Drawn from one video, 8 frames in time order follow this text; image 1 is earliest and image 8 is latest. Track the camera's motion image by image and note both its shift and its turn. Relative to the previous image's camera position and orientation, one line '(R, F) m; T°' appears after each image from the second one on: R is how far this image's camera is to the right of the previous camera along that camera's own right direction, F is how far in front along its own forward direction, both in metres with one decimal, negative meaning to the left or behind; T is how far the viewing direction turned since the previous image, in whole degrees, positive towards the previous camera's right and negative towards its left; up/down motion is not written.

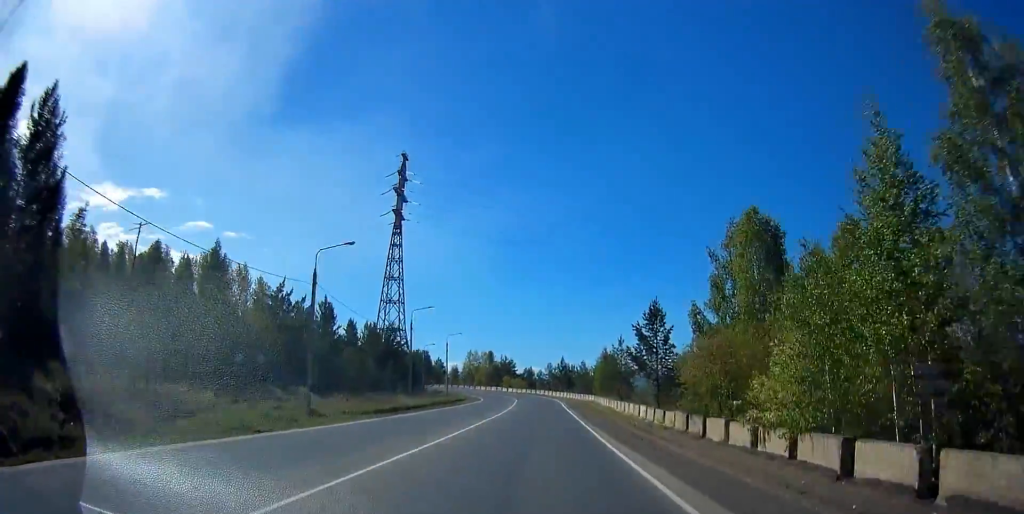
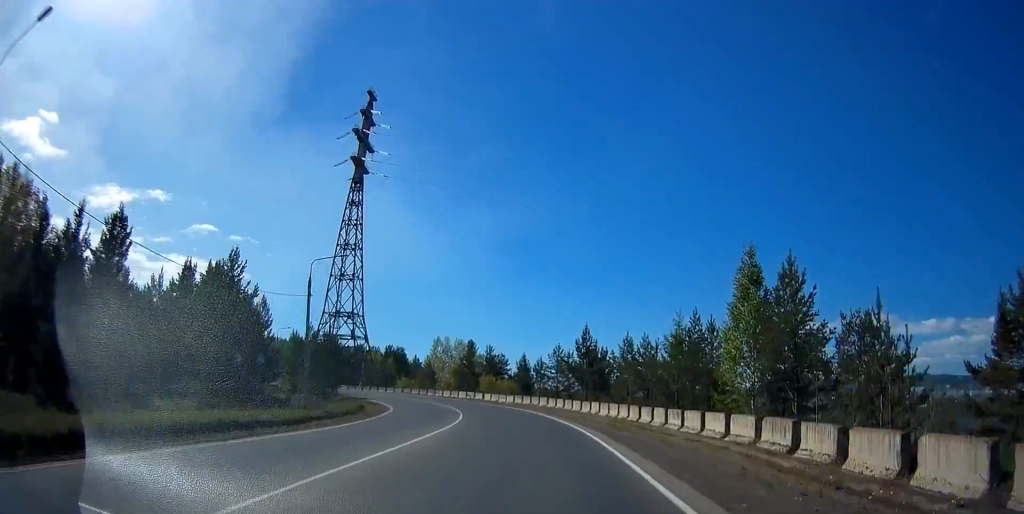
(-2.3, +60.1) m; -3°
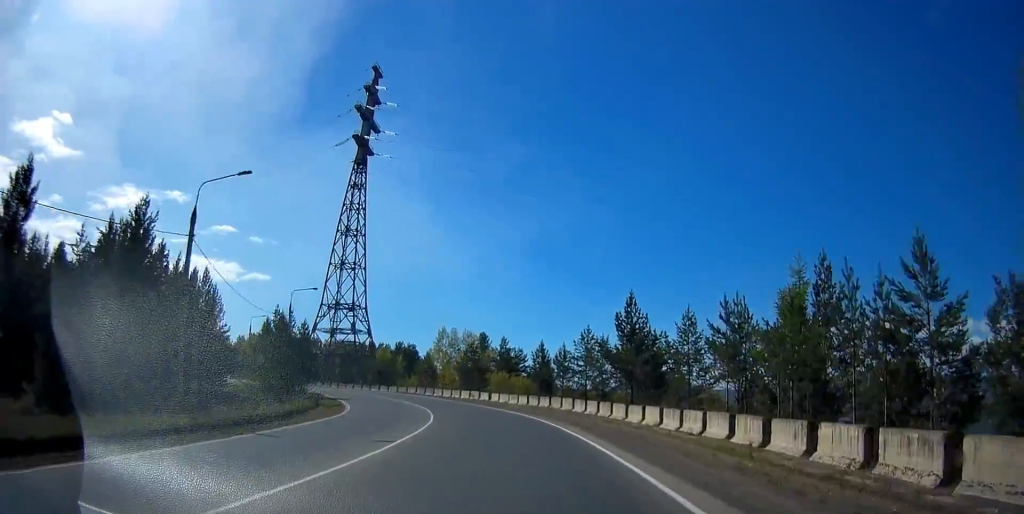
(0.0, +17.1) m; -1°
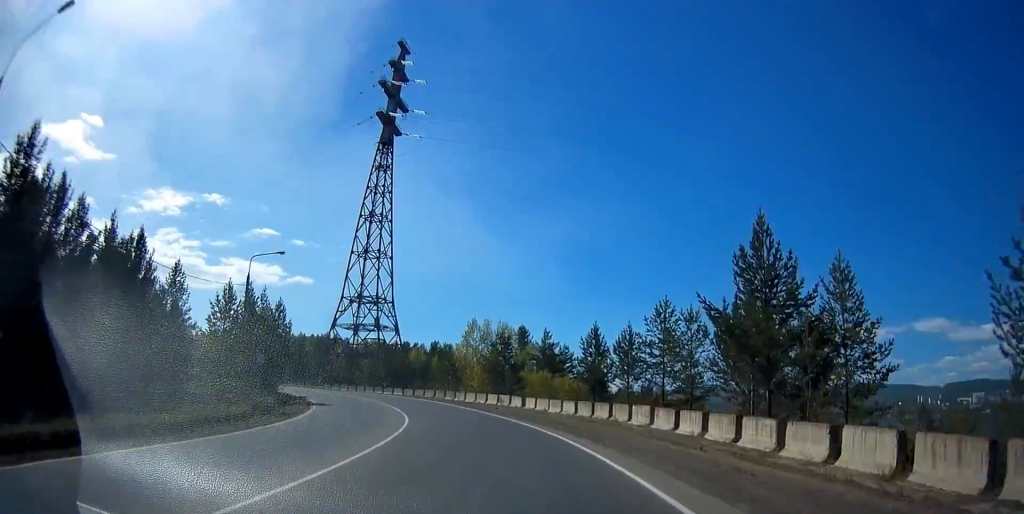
(0.0, +16.2) m; -3°
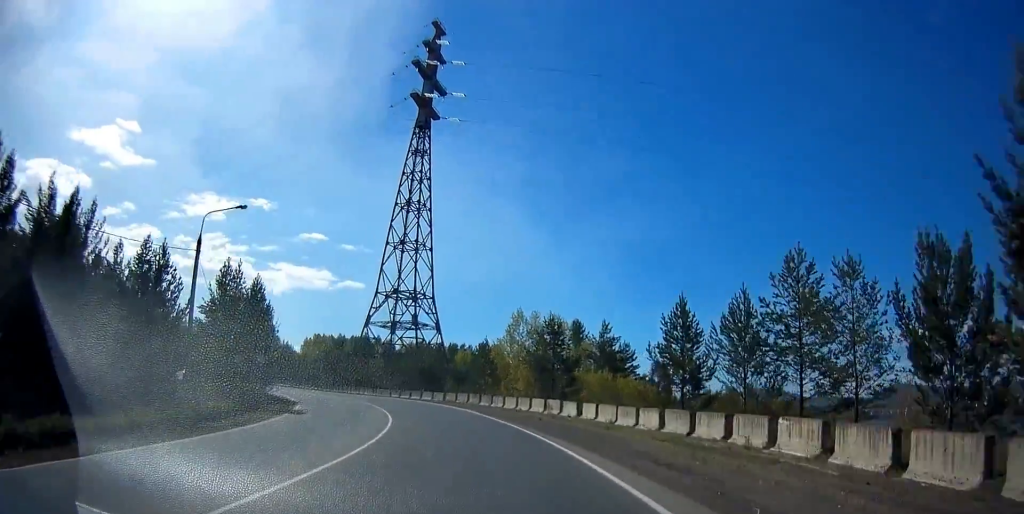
(-0.1, +11.9) m; -3°
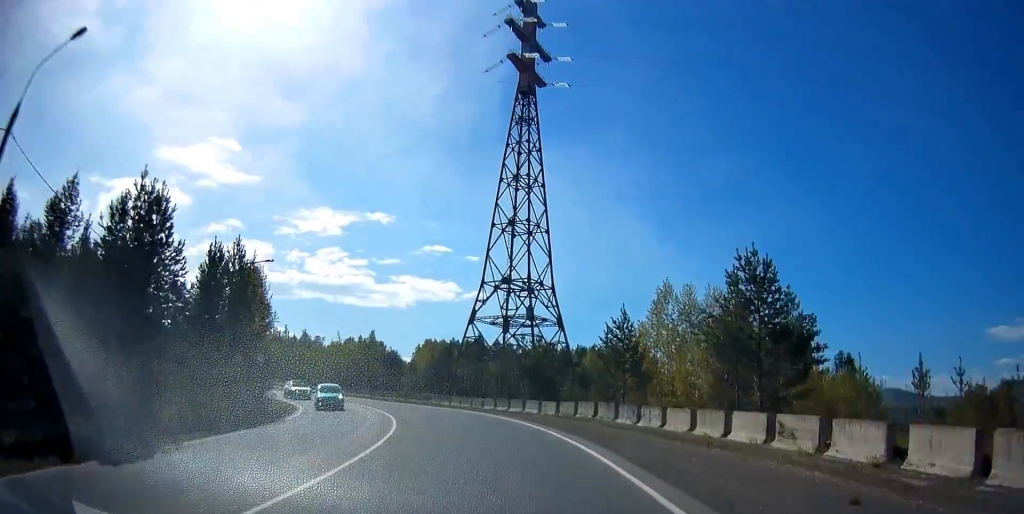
(-0.7, +20.6) m; -10°
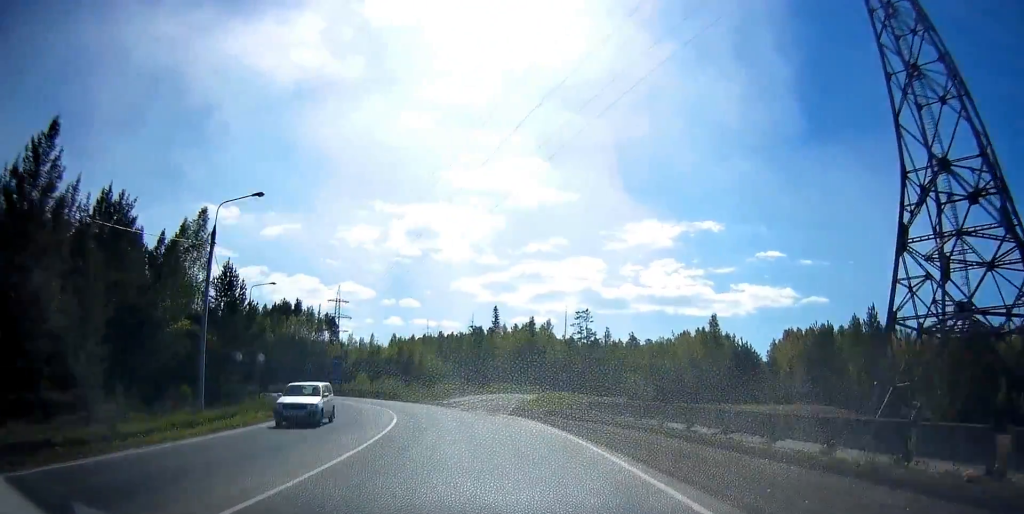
(-14.3, +47.7) m; -34°
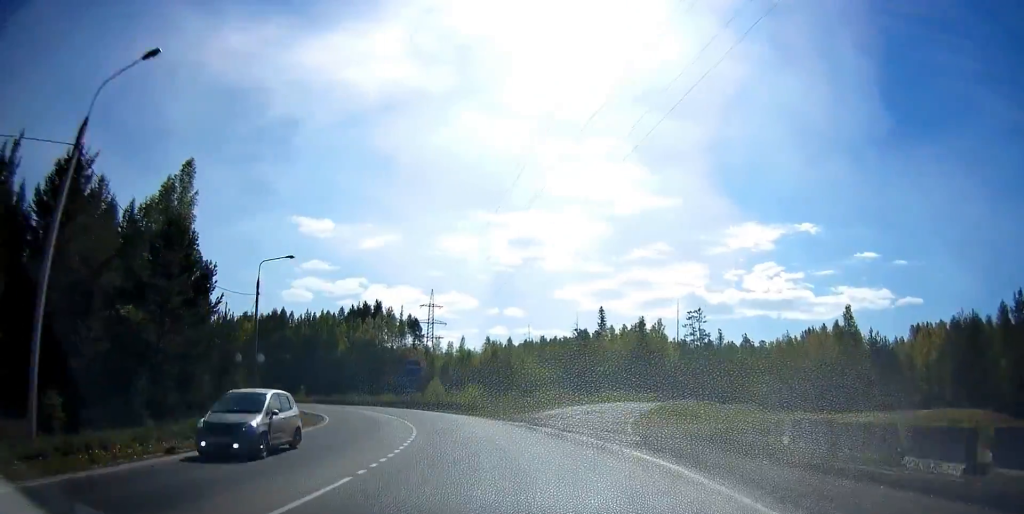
(-1.7, +15.2) m; -14°
